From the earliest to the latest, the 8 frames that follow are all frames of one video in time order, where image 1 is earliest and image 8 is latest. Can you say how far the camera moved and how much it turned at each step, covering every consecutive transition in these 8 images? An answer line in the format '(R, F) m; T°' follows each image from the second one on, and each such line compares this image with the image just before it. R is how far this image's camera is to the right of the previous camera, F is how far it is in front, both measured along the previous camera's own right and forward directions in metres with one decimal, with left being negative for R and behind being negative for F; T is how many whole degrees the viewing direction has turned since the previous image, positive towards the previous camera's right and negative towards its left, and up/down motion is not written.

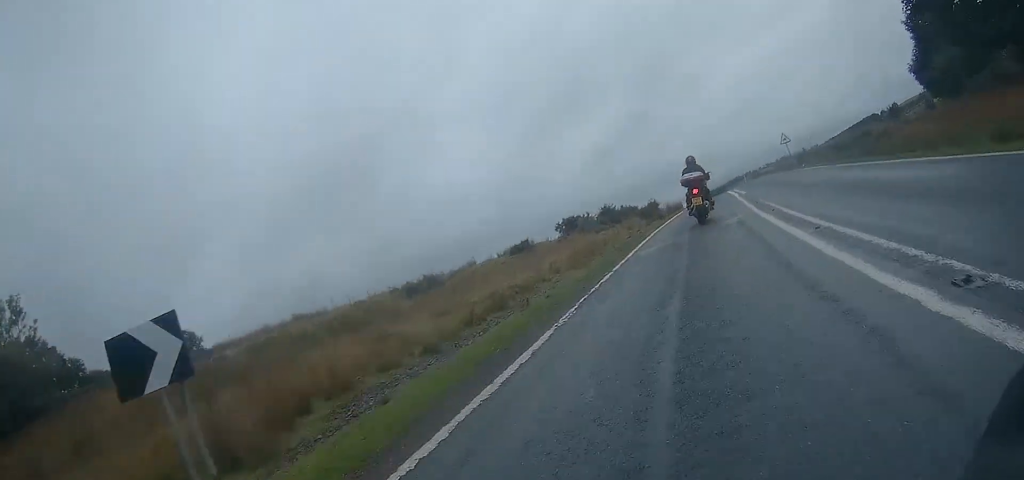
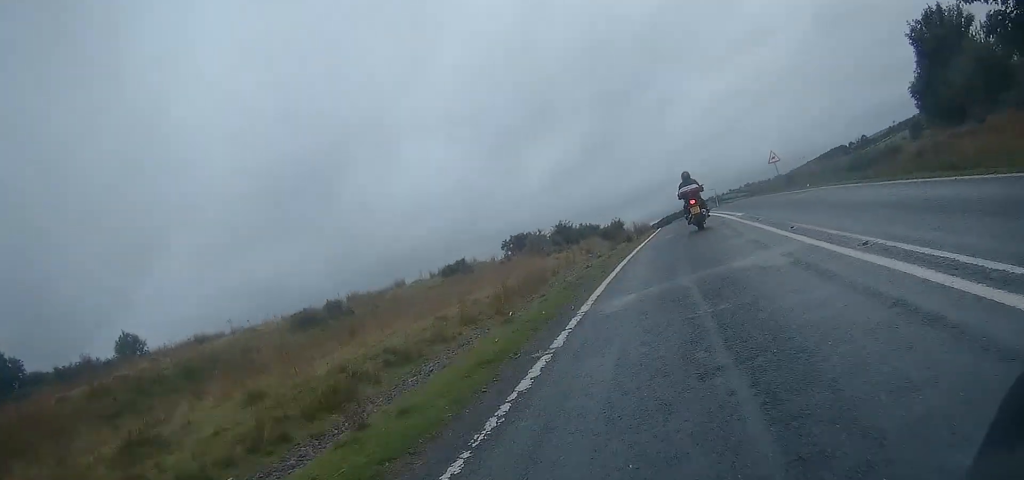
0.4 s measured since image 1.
(+0.6, +6.0) m; +4°
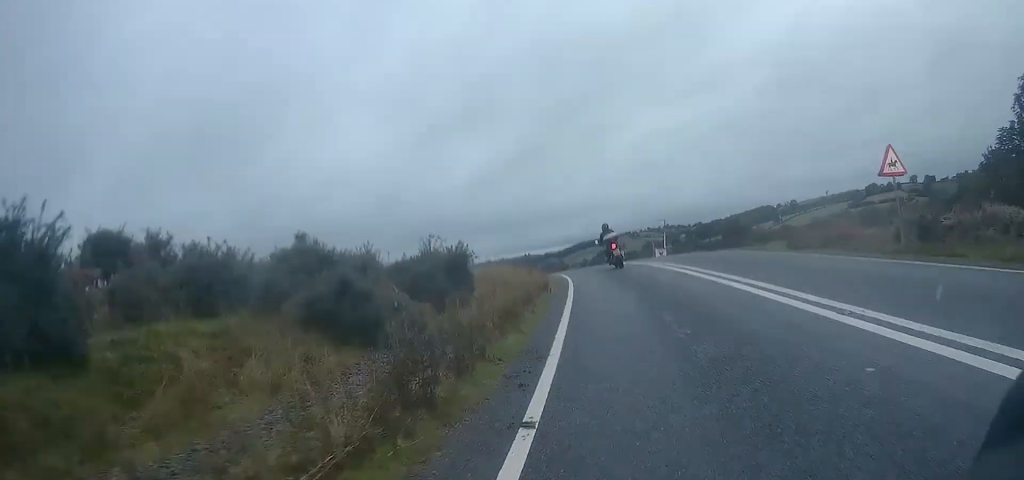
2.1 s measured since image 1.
(+3.0, +24.2) m; +11°
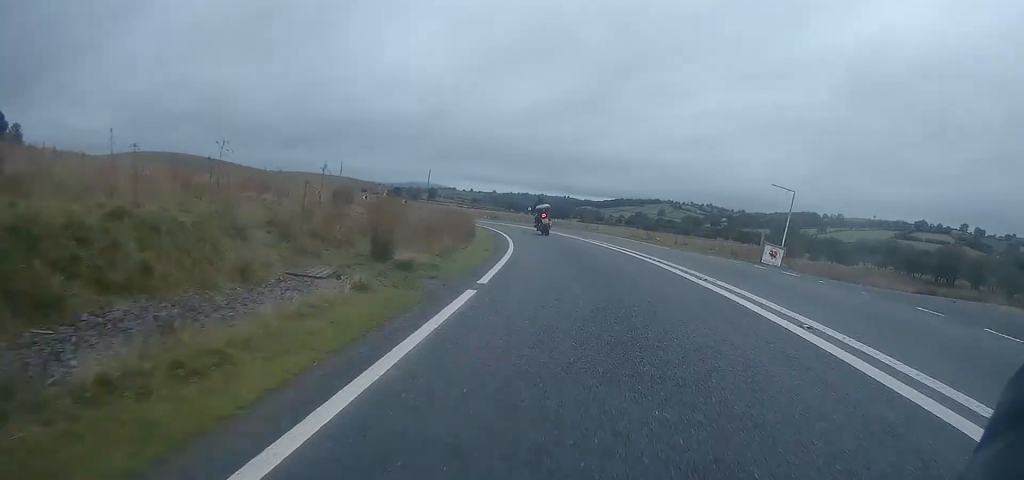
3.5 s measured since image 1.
(+0.5, +24.0) m; -1°
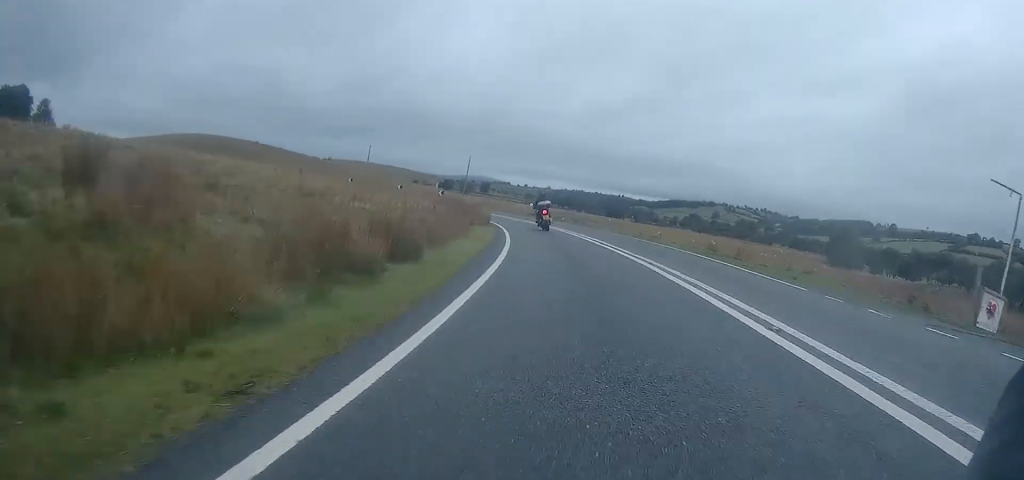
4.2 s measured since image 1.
(-0.1, +11.0) m; -3°
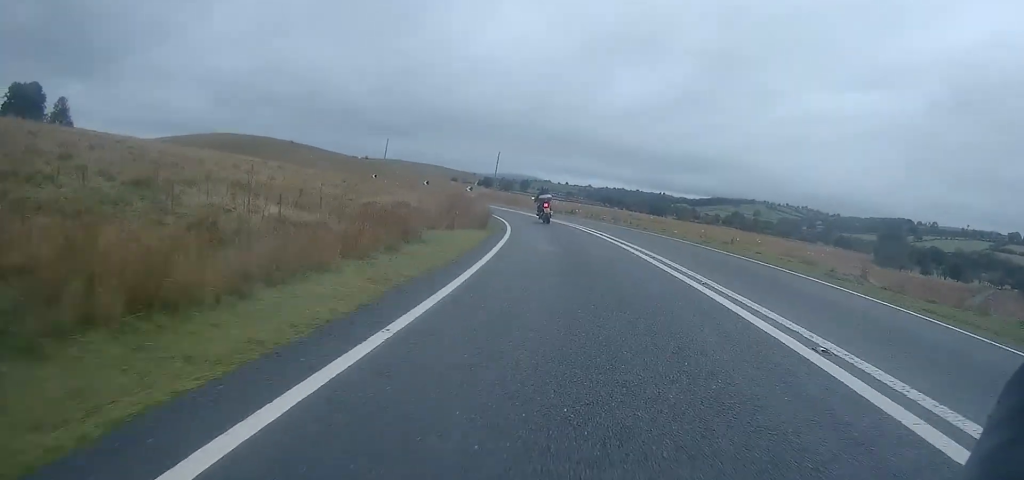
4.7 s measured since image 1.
(-0.3, +8.7) m; -3°
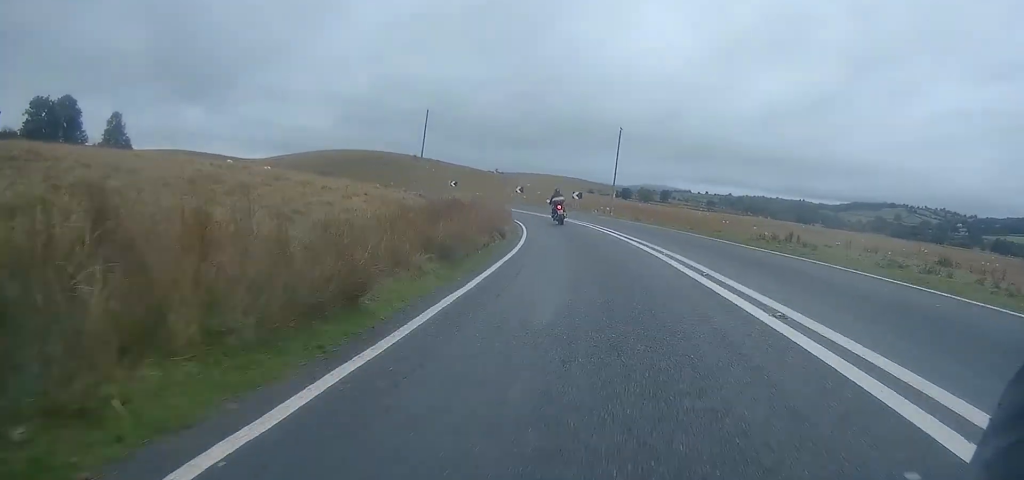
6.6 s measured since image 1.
(-3.7, +34.2) m; -13°
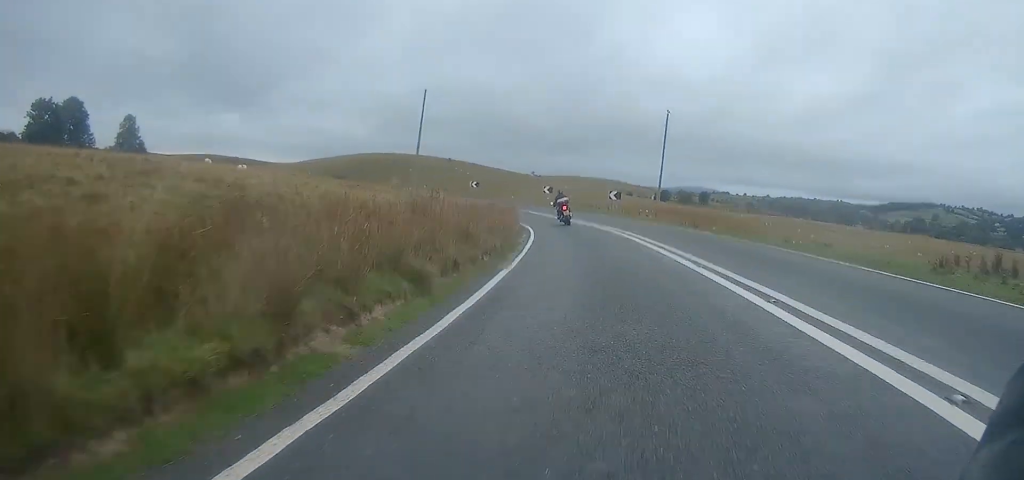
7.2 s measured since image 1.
(-0.3, +9.9) m; -4°
